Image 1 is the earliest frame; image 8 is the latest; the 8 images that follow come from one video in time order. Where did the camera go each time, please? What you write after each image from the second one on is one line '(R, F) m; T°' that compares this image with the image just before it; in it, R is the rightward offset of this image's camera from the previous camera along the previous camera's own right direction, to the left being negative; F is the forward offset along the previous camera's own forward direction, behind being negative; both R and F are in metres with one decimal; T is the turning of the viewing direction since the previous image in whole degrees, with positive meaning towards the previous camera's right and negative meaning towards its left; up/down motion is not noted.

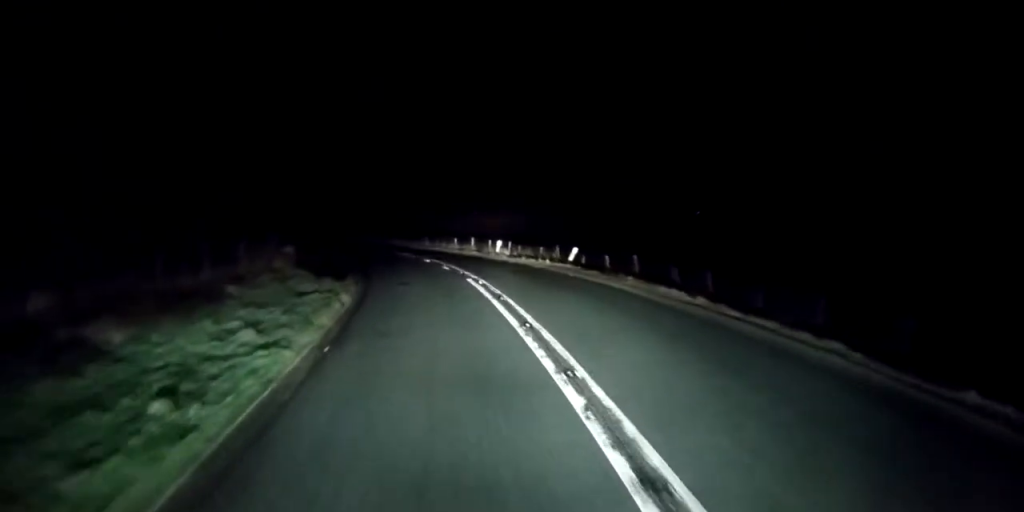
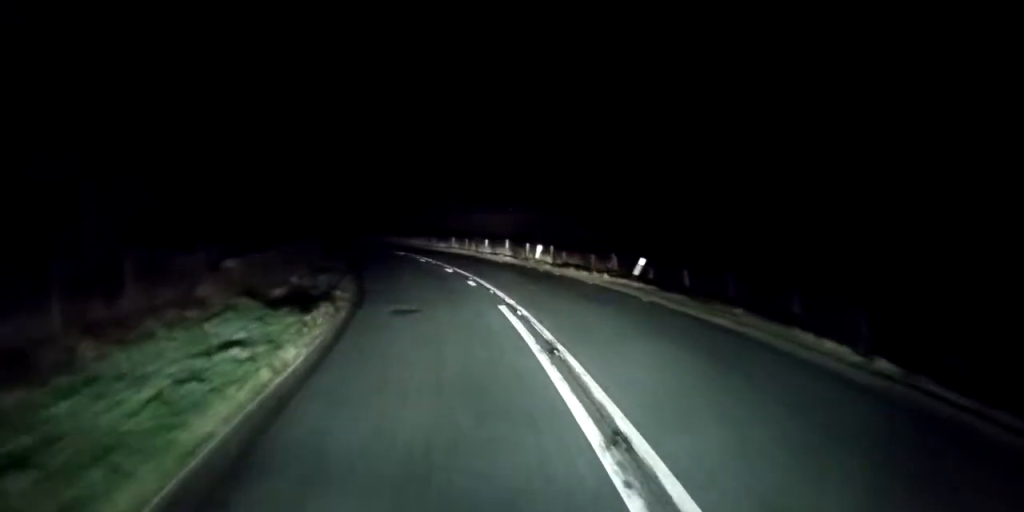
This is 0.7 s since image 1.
(-0.1, +6.8) m; -2°
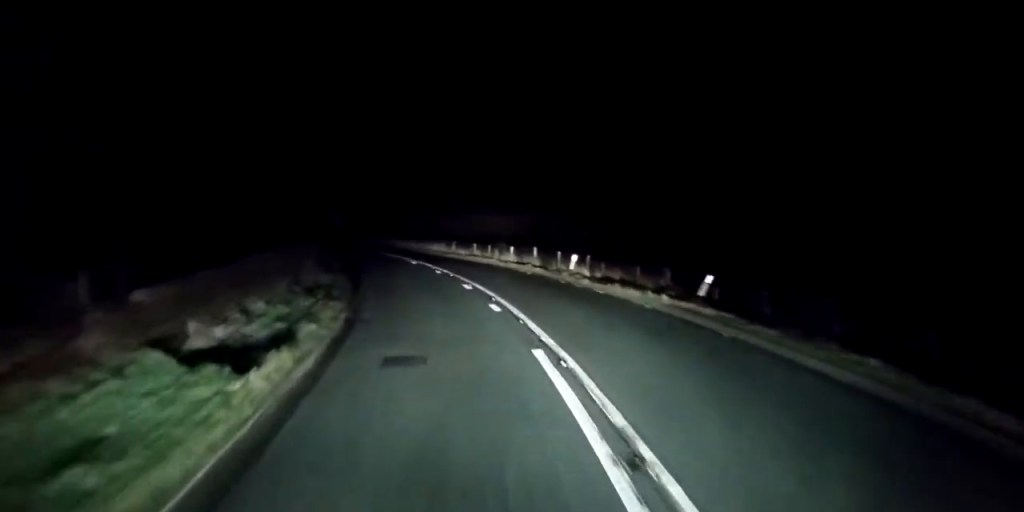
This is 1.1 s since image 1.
(+0.1, +4.4) m; -1°
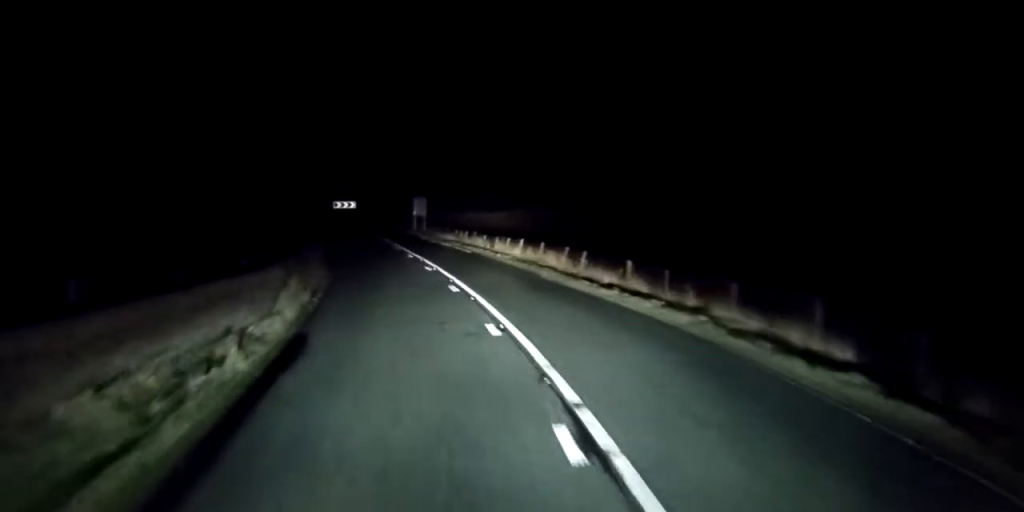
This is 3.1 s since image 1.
(-2.5, +20.6) m; -12°
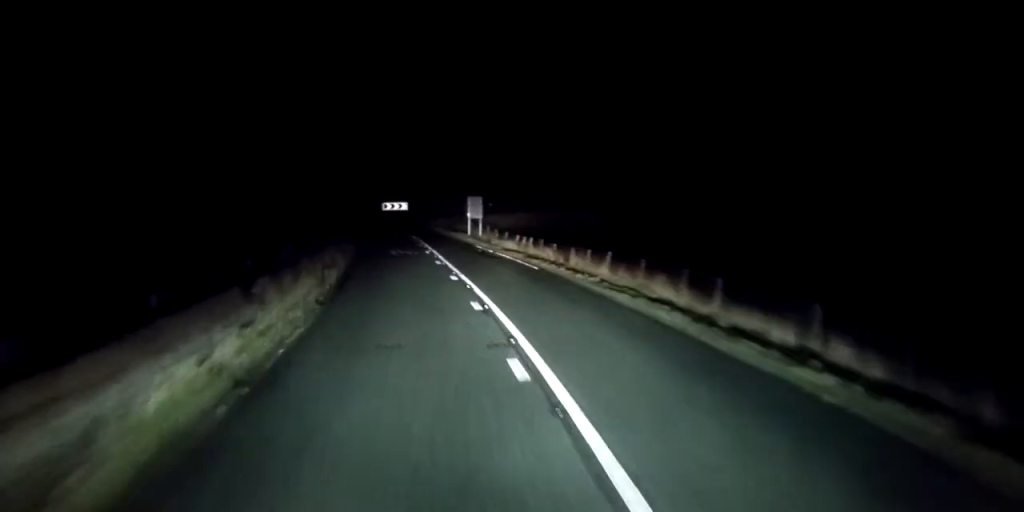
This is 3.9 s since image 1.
(-0.2, +9.3) m; -4°
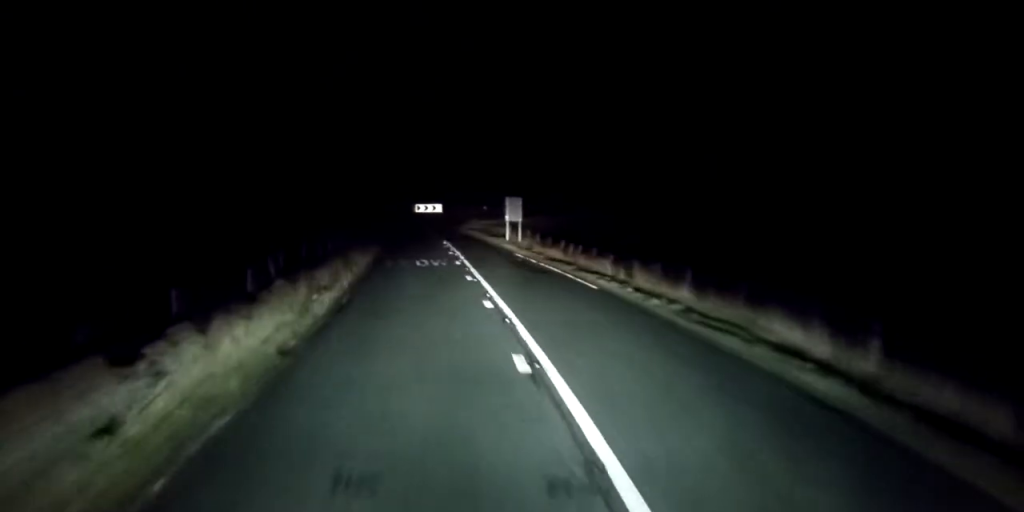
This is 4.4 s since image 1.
(0.0, +5.6) m; -2°
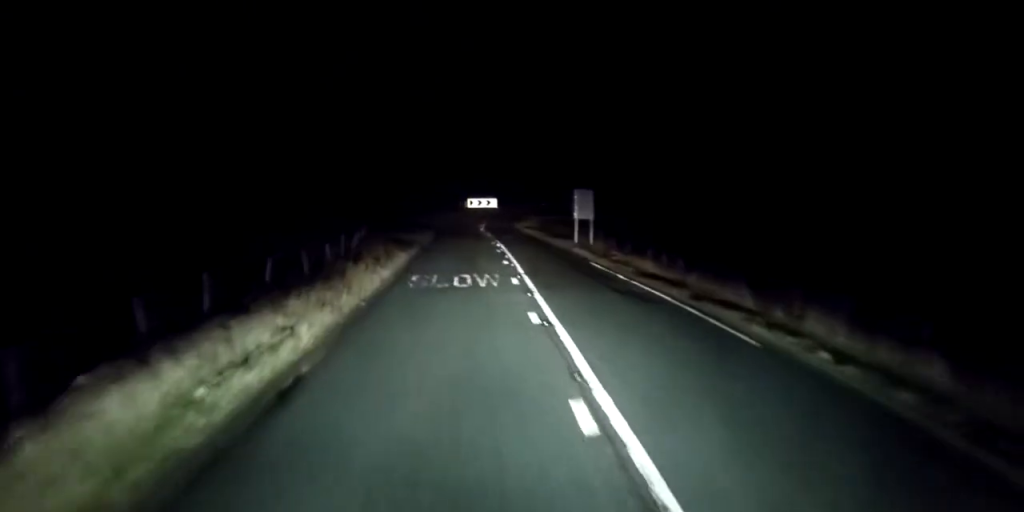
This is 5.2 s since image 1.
(-0.6, +9.1) m; -4°
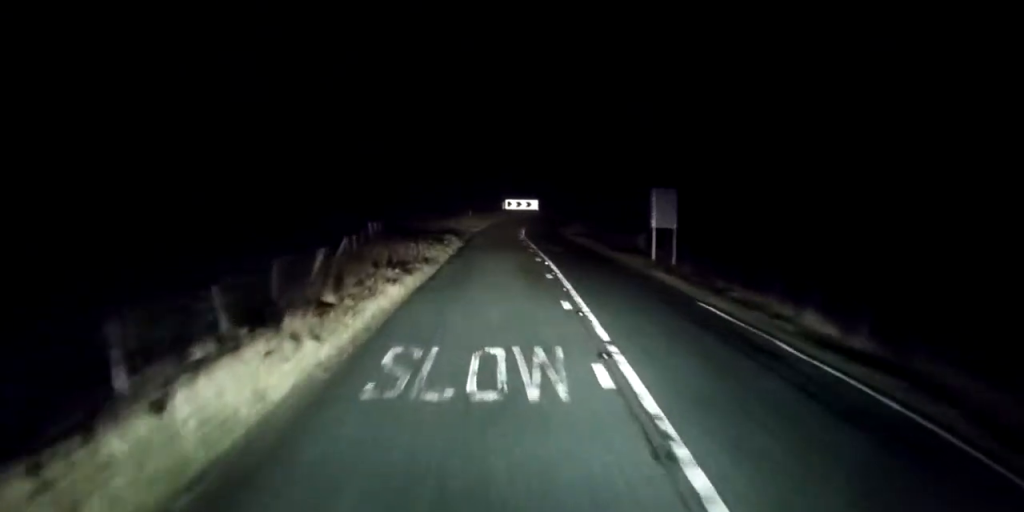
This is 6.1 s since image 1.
(-0.1, +10.4) m; 0°
